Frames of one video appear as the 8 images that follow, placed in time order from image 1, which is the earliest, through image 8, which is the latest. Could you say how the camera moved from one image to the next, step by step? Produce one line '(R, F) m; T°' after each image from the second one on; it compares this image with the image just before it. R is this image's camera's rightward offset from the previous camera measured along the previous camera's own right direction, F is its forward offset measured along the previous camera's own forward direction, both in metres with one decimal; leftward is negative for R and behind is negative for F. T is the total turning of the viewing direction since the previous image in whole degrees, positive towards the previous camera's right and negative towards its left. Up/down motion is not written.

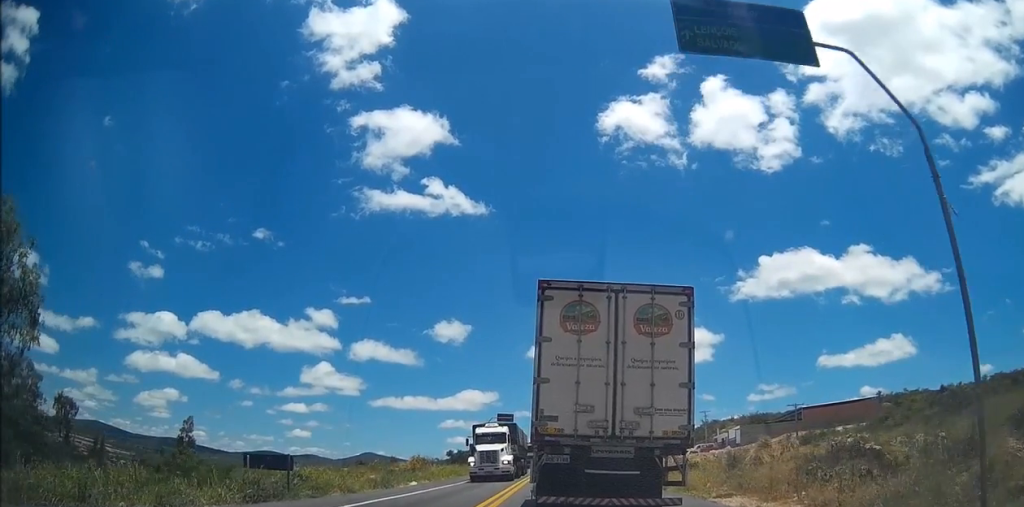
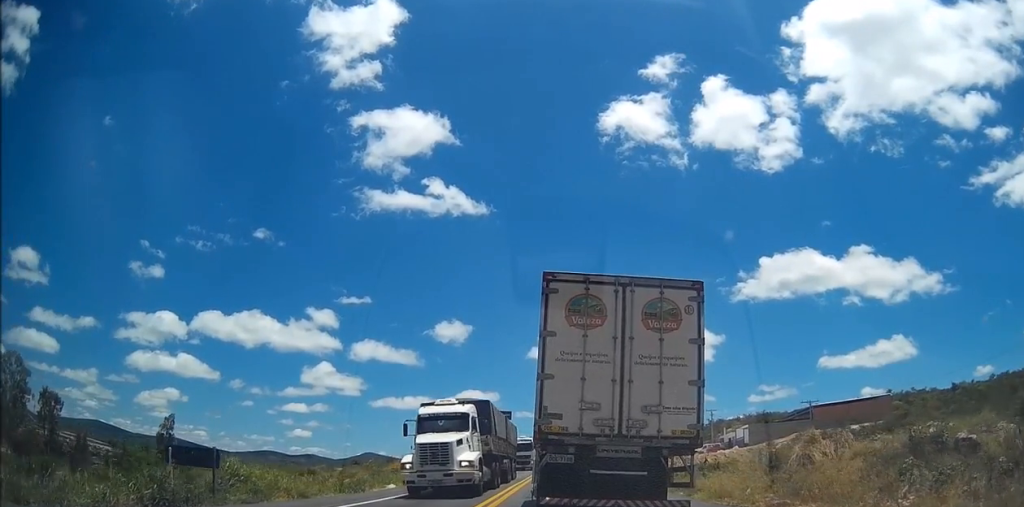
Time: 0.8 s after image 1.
(0.0, +4.4) m; 0°
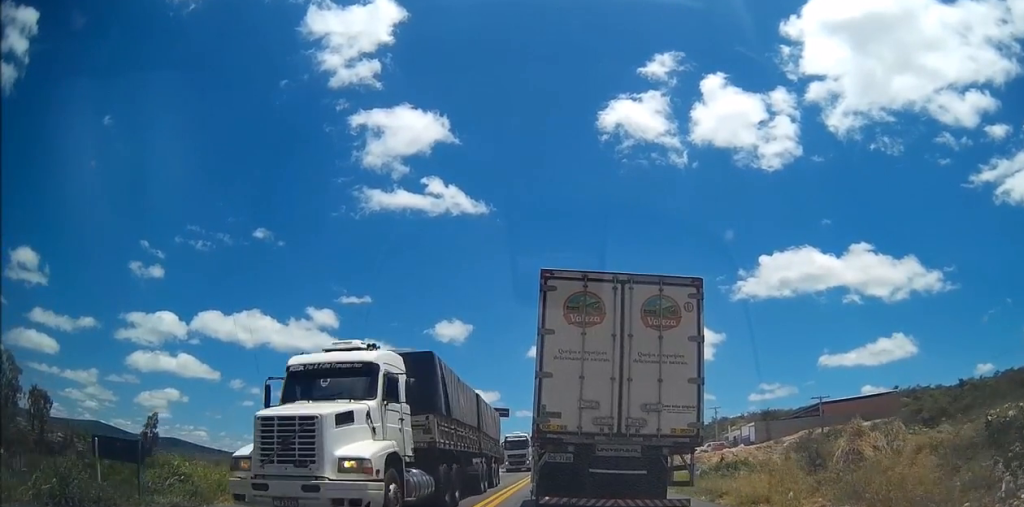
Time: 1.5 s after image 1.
(0.0, +3.3) m; 0°
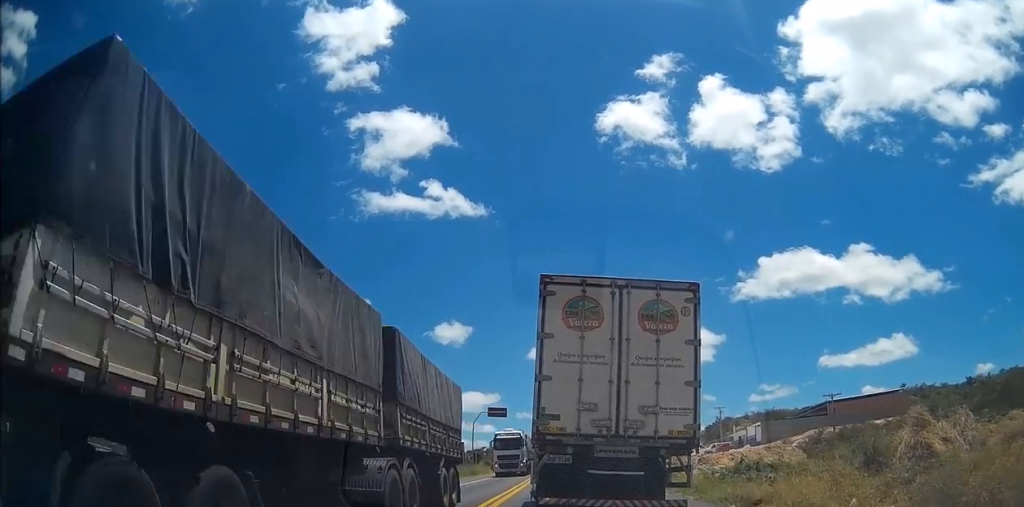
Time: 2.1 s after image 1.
(0.0, +3.4) m; 0°
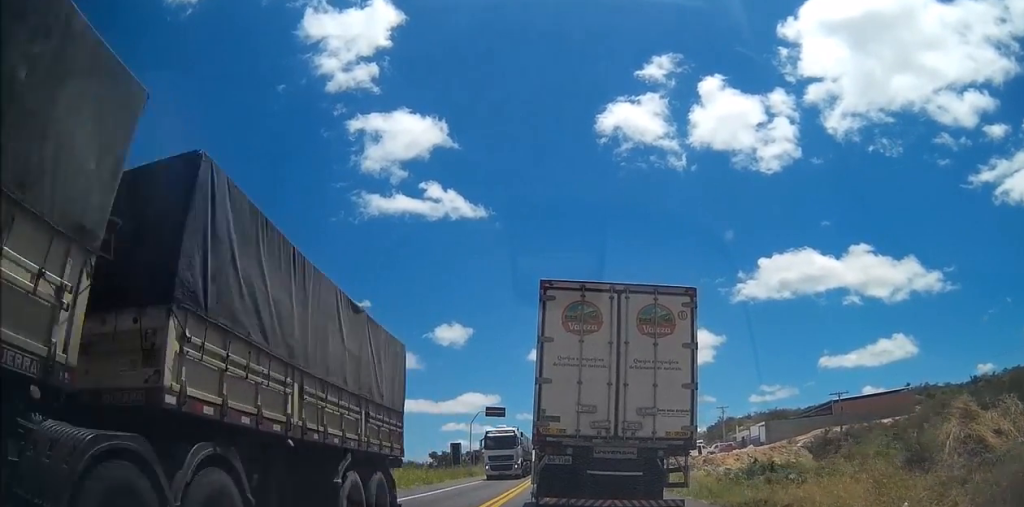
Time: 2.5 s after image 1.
(0.0, +2.0) m; 0°
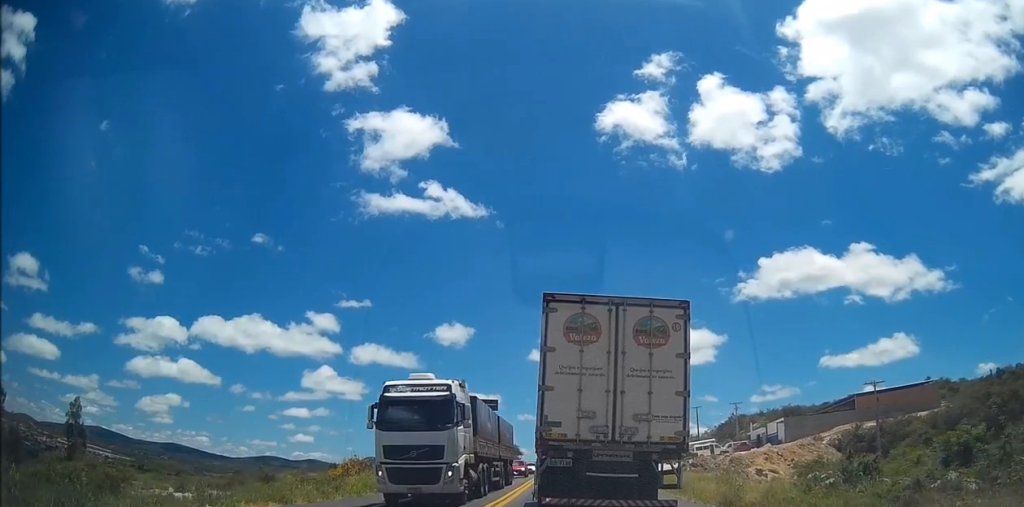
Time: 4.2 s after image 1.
(0.0, +8.4) m; +1°
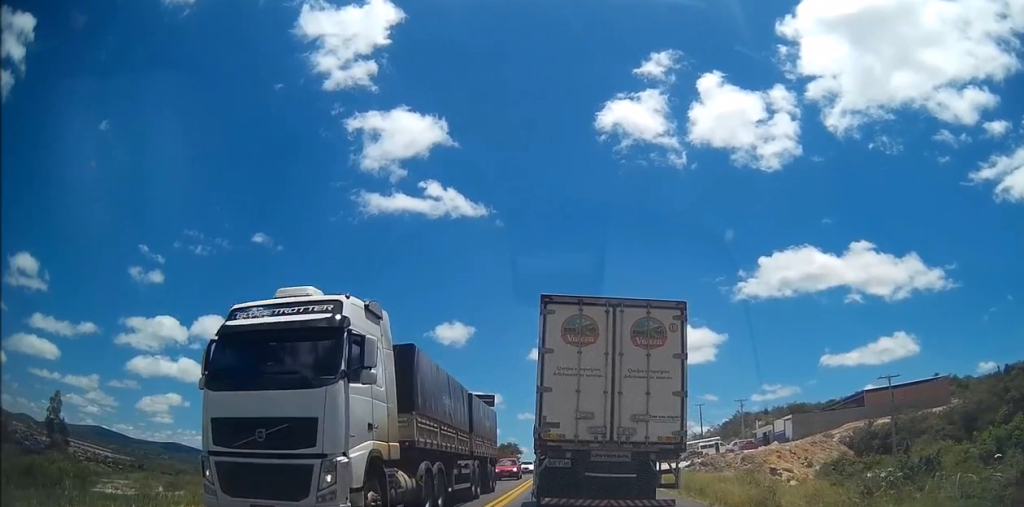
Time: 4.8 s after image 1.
(0.0, +2.9) m; 0°
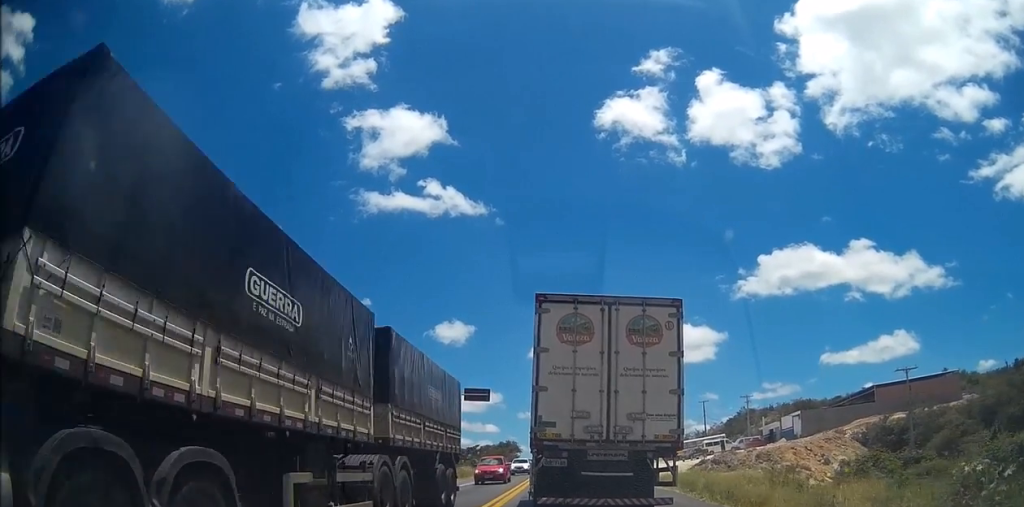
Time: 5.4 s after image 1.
(+0.1, +3.1) m; -1°
